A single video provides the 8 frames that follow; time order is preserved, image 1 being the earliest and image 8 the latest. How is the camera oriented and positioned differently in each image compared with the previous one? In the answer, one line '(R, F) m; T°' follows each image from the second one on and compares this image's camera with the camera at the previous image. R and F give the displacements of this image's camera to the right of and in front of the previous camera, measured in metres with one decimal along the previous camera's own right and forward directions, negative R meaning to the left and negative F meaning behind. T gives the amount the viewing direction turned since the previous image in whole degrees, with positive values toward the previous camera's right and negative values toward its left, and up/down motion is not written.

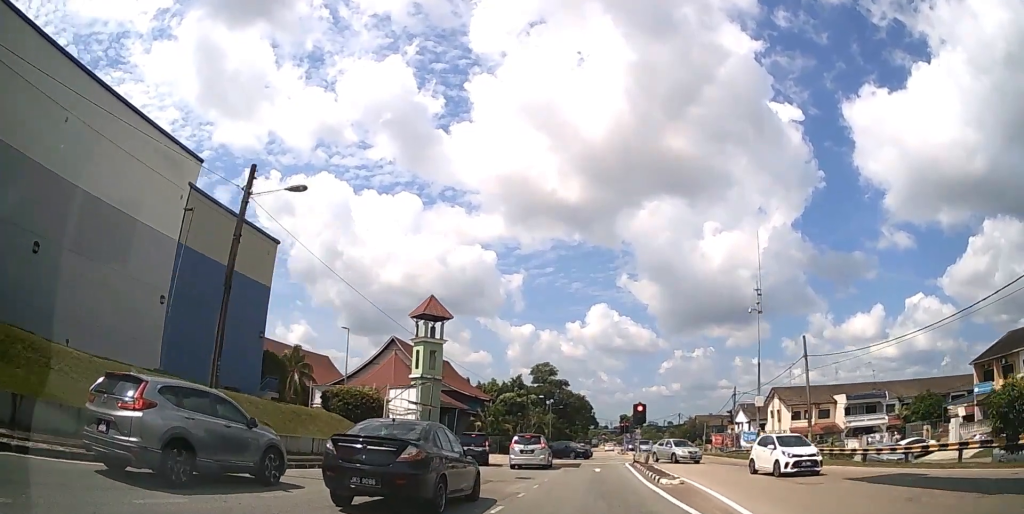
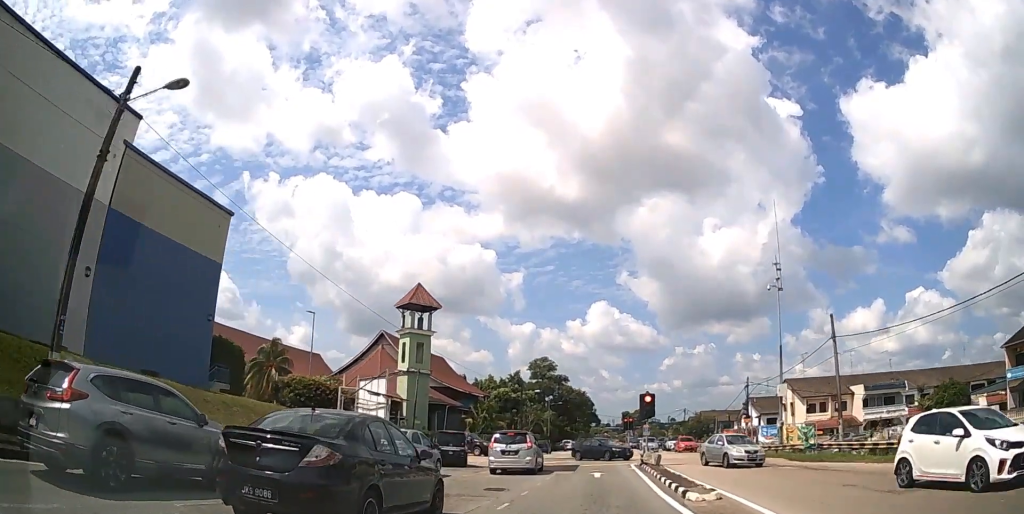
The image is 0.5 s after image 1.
(0.0, +5.0) m; 0°
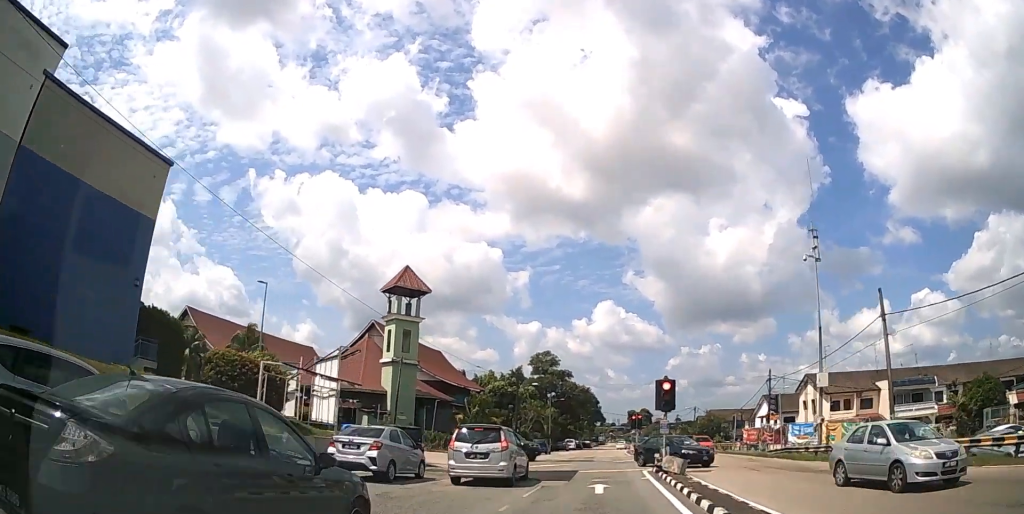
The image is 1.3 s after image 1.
(-0.1, +5.9) m; 0°
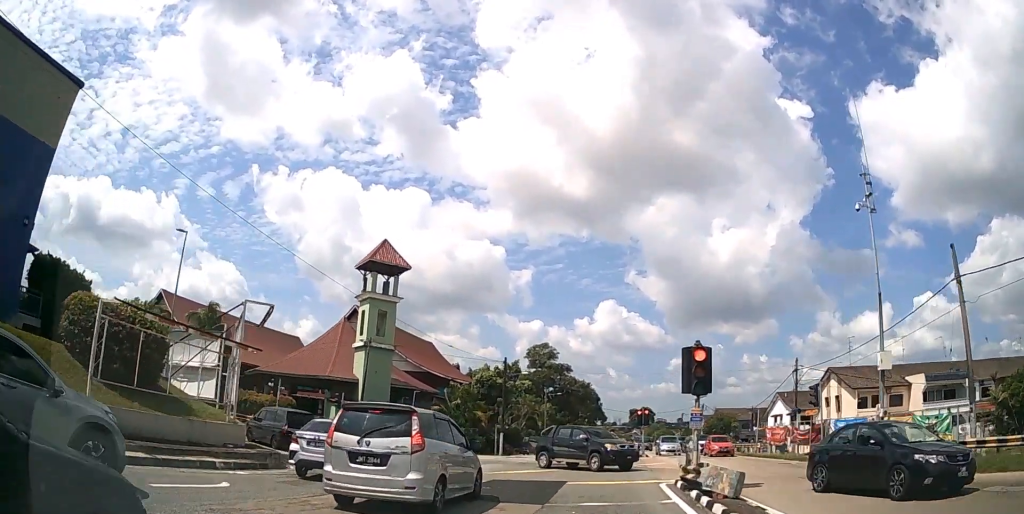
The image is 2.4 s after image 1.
(0.0, +5.5) m; 0°
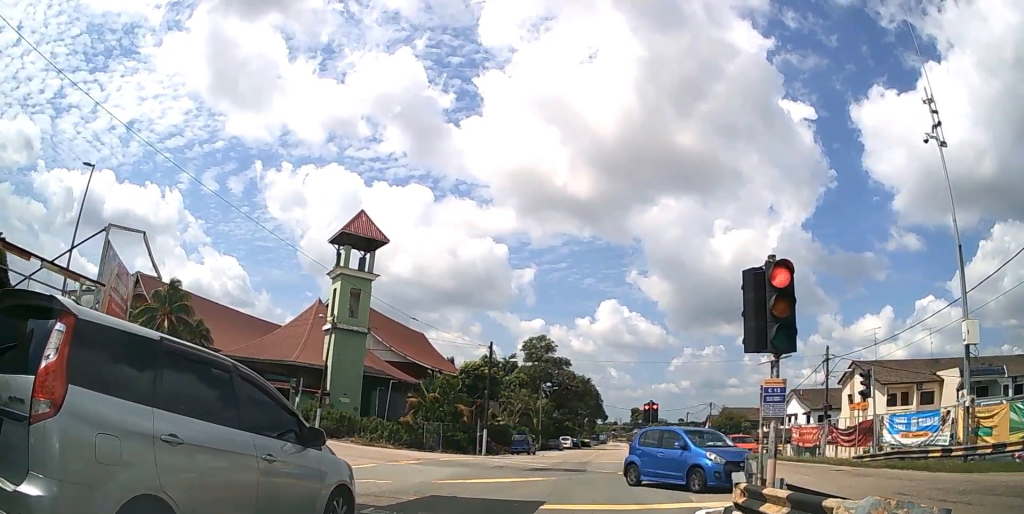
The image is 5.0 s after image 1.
(-0.5, +4.6) m; -4°
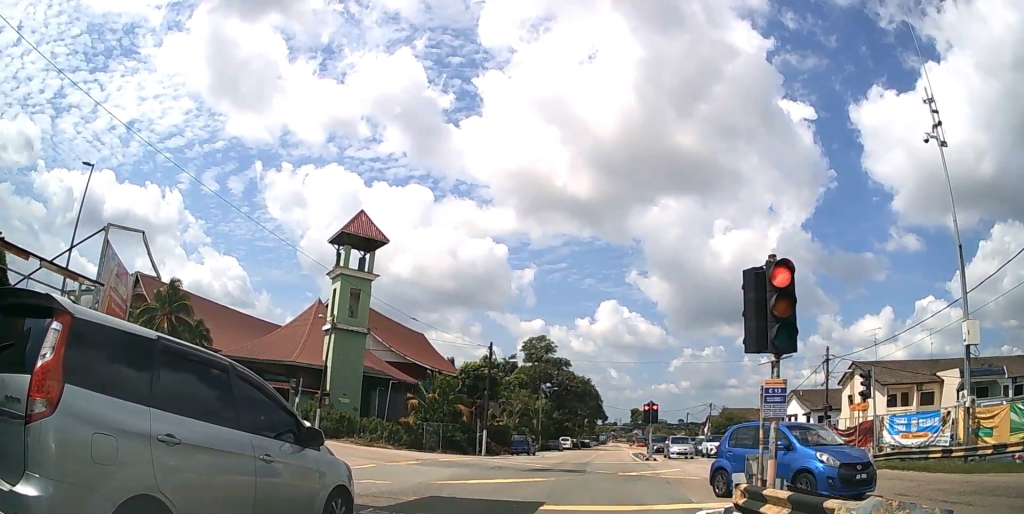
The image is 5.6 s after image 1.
(0.0, +0.1) m; 0°
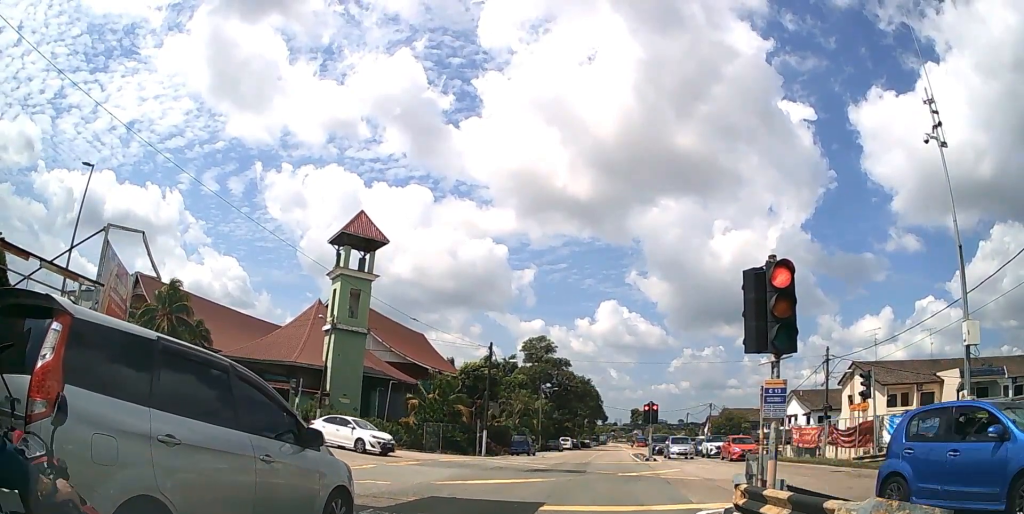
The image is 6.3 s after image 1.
(0.0, 0.0) m; 0°
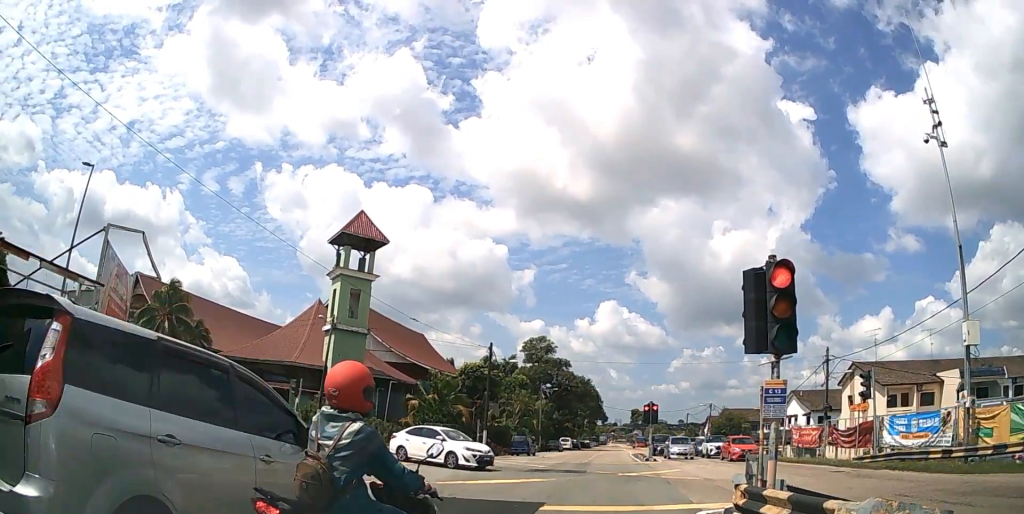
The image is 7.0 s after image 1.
(0.0, 0.0) m; 0°
